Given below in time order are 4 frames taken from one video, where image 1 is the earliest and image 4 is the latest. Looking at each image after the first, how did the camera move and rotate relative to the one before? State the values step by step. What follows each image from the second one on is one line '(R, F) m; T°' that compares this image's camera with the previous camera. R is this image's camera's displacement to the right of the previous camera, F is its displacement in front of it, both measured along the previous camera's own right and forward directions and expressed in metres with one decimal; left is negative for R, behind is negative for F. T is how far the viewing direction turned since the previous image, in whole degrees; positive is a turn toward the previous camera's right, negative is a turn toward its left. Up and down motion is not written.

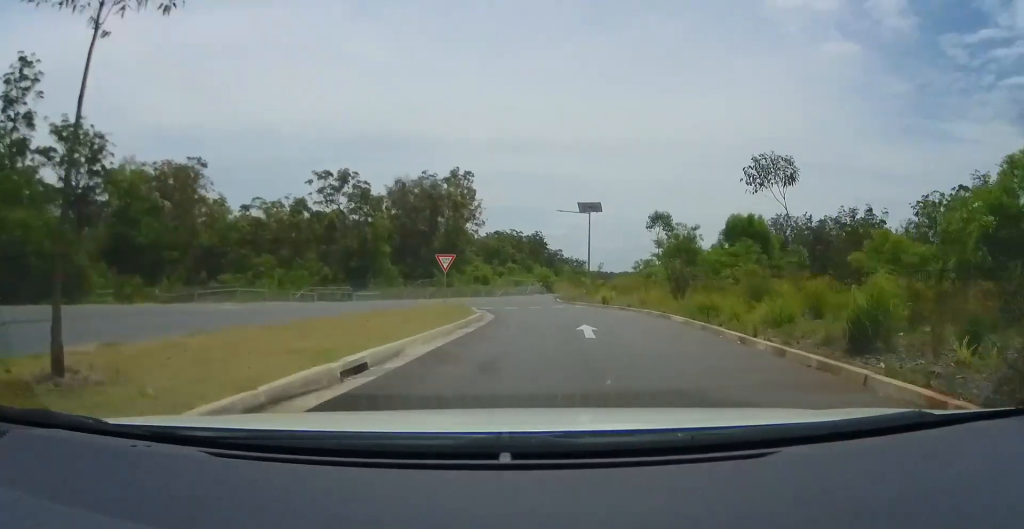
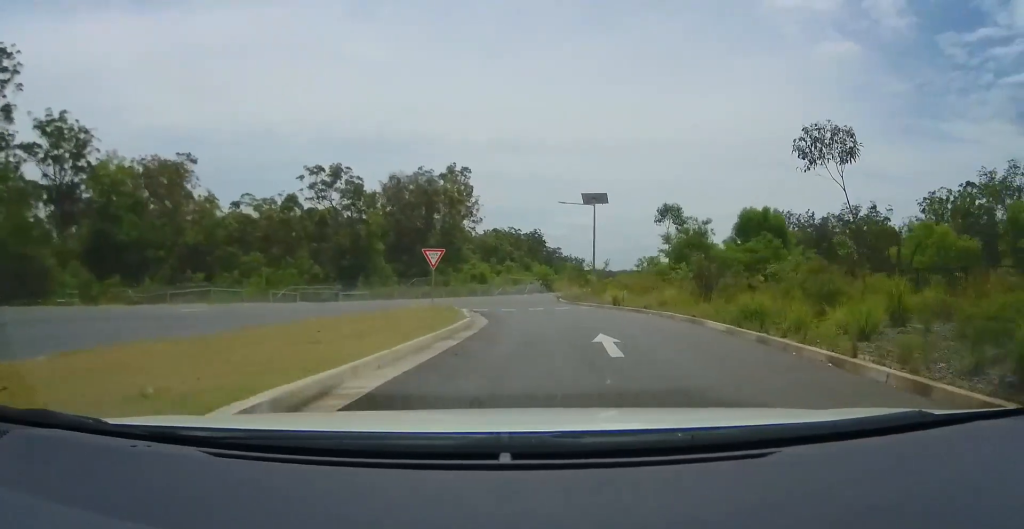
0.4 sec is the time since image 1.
(0.0, +3.5) m; +2°
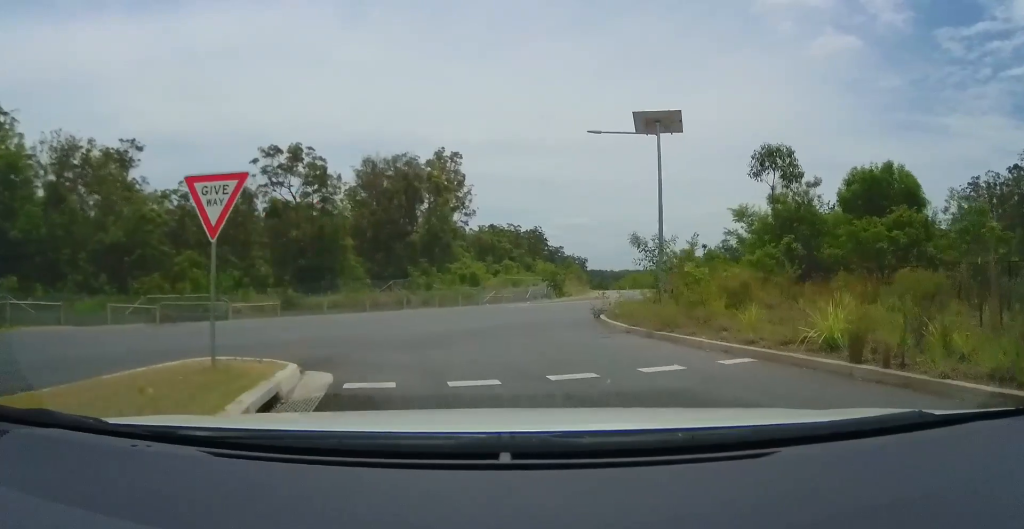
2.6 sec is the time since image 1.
(+0.5, +17.8) m; 0°
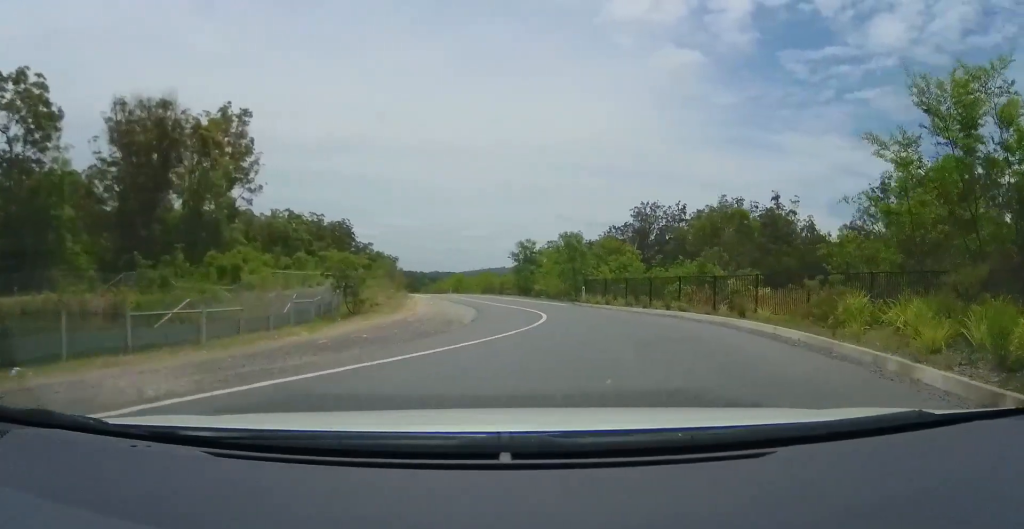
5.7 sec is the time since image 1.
(+2.3, +26.6) m; +17°
